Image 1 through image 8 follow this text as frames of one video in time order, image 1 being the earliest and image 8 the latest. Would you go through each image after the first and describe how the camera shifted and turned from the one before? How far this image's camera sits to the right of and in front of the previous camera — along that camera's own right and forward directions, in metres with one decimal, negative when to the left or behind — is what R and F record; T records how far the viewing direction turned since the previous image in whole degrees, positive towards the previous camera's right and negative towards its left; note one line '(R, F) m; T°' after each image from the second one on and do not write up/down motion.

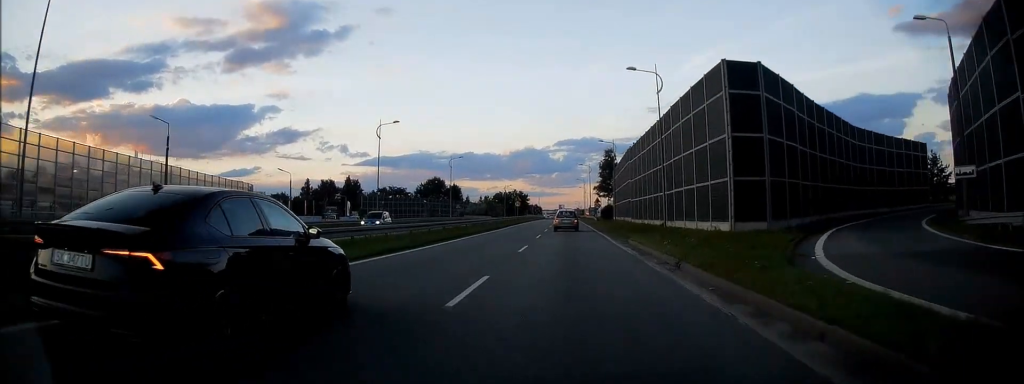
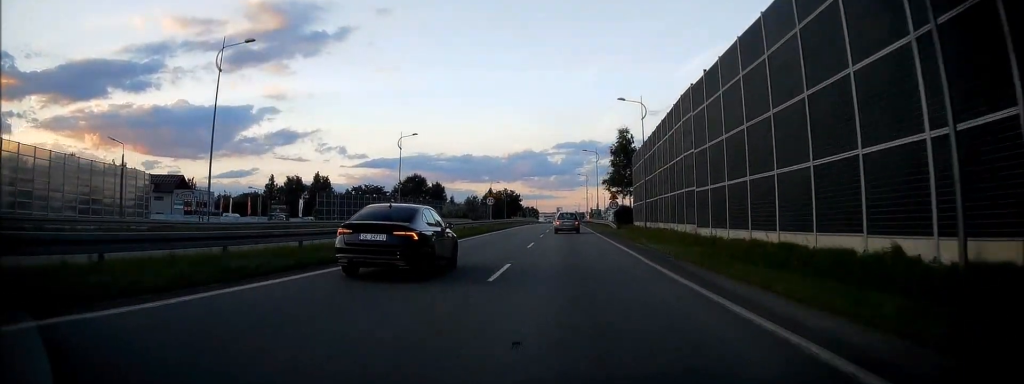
(-0.1, +32.5) m; 0°
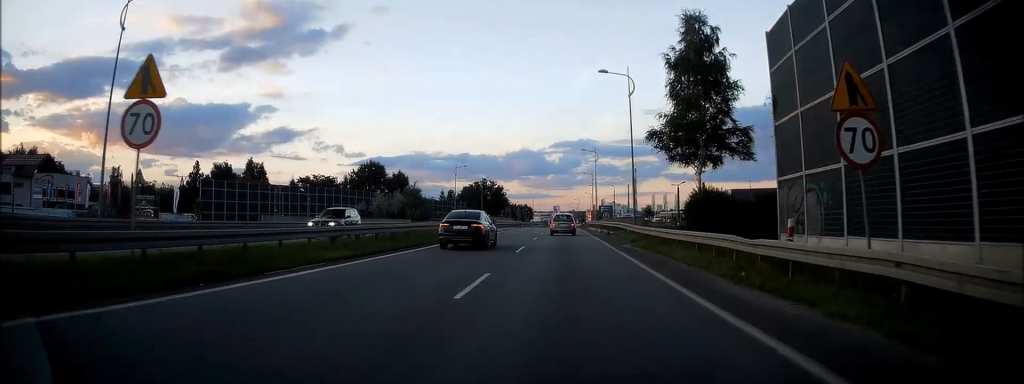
(+0.2, +50.7) m; 0°
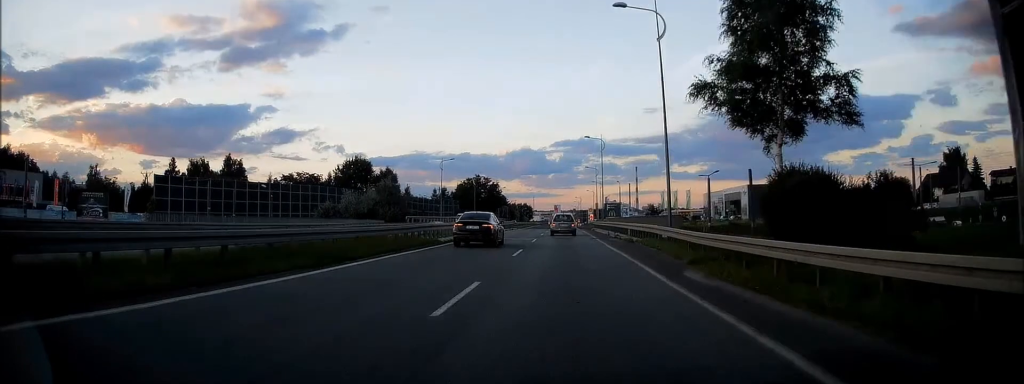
(0.0, +13.5) m; 0°
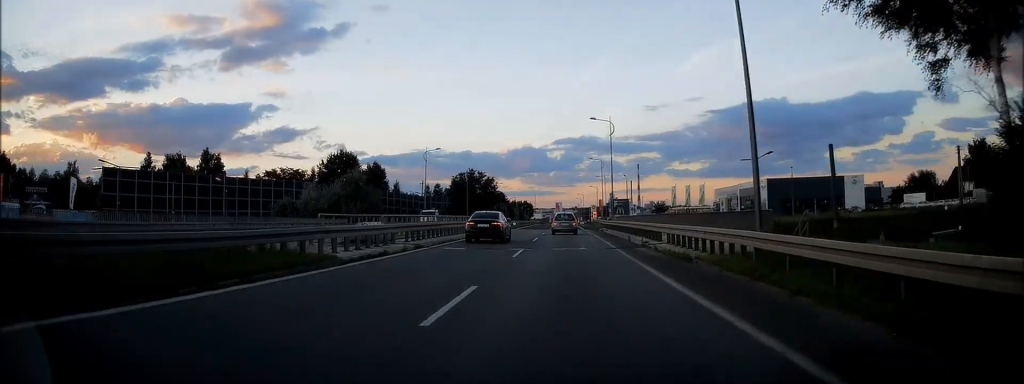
(0.0, +12.7) m; 0°
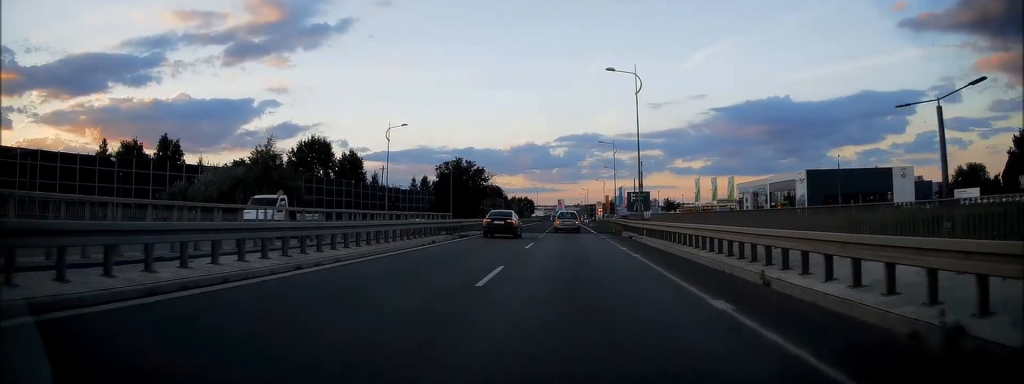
(0.0, +20.5) m; 0°
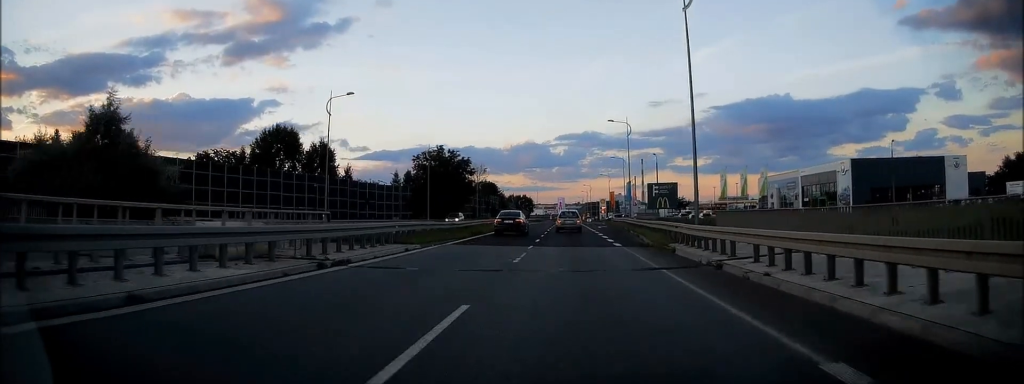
(-0.1, +17.9) m; 0°
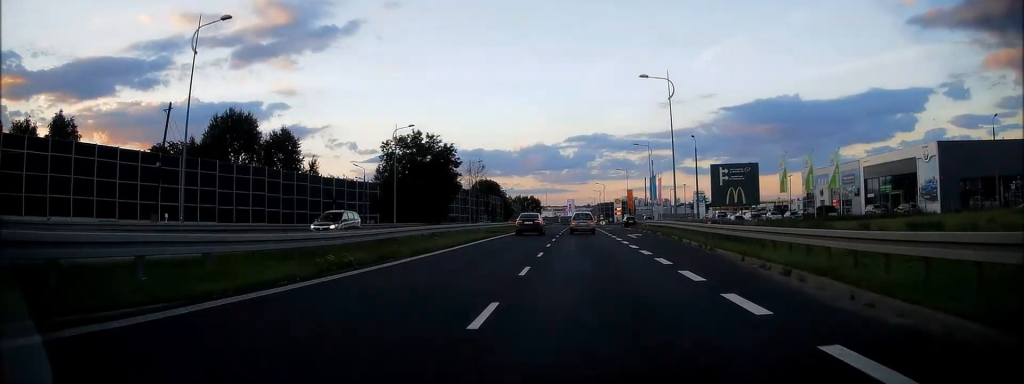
(+0.1, +20.9) m; 0°
